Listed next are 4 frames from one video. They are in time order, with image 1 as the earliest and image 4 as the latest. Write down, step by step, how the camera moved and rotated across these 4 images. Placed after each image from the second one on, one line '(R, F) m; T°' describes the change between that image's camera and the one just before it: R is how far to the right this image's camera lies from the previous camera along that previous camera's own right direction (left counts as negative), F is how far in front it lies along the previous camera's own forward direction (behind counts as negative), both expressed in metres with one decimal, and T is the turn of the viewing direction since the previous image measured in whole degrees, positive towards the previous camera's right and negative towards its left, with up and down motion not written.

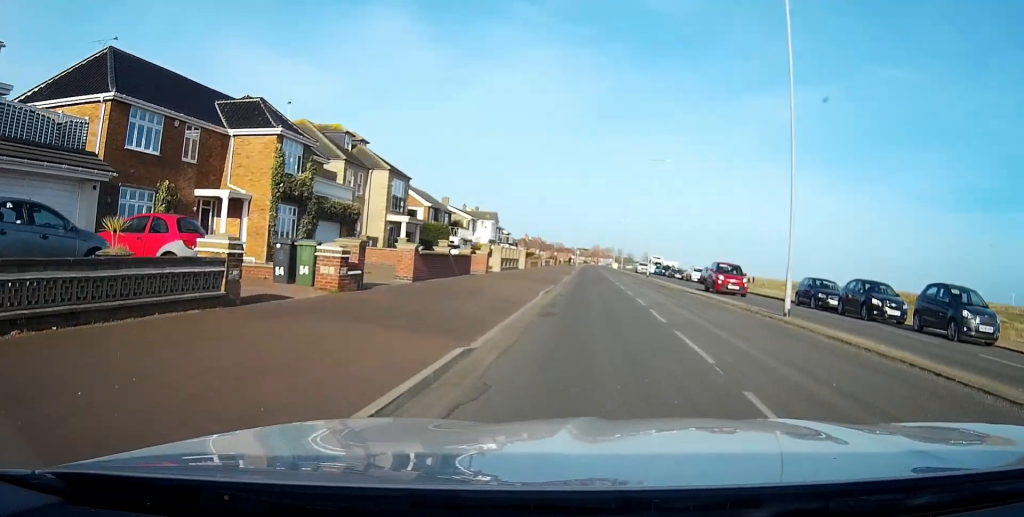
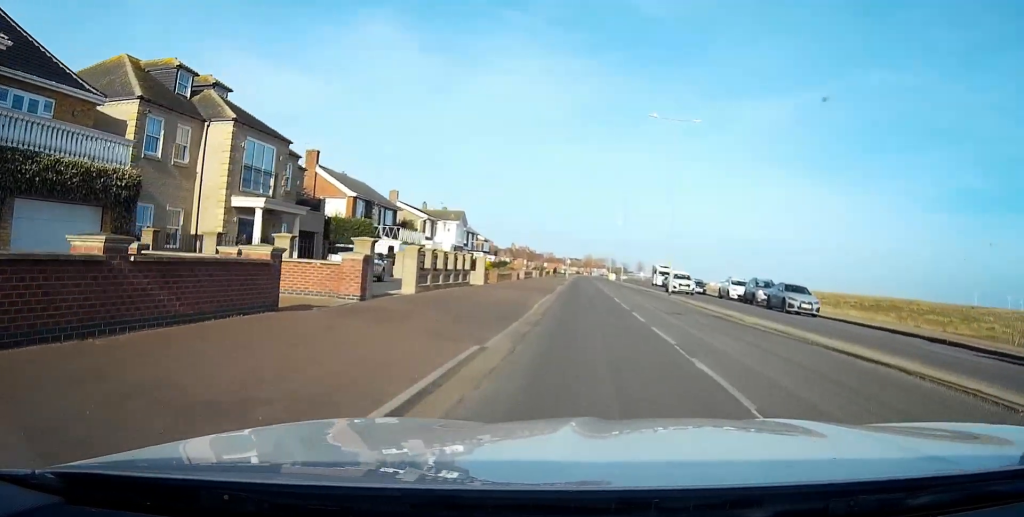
(+0.1, +21.2) m; 0°
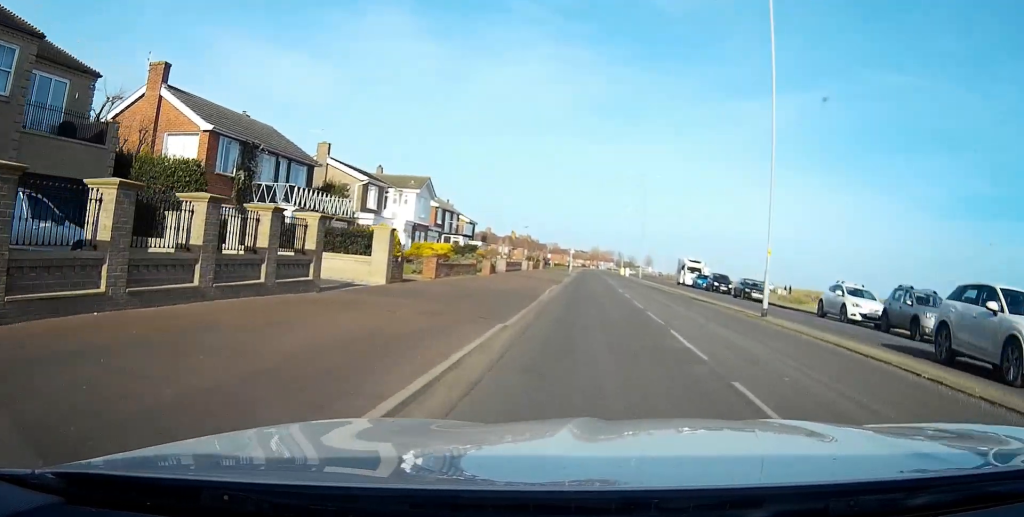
(-0.1, +21.3) m; 0°
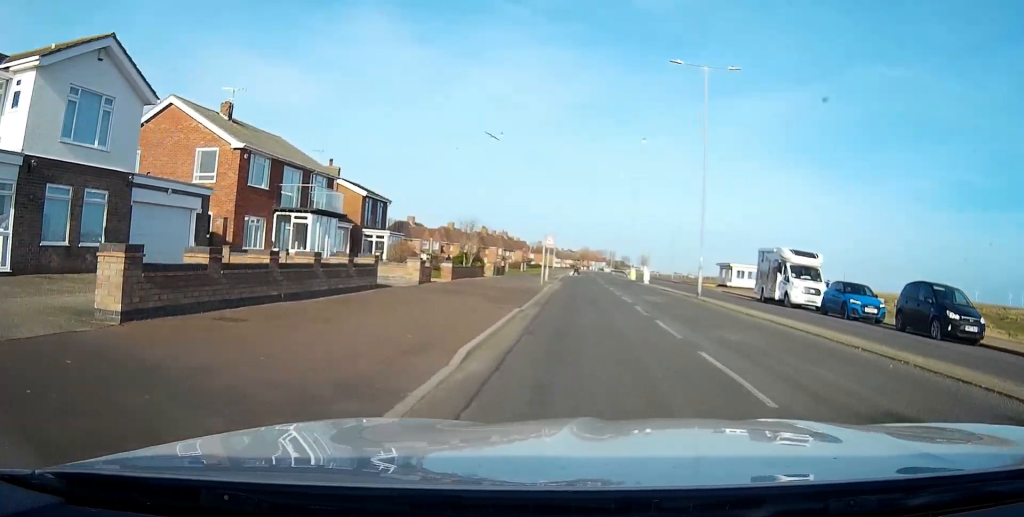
(+0.1, +40.5) m; 0°
